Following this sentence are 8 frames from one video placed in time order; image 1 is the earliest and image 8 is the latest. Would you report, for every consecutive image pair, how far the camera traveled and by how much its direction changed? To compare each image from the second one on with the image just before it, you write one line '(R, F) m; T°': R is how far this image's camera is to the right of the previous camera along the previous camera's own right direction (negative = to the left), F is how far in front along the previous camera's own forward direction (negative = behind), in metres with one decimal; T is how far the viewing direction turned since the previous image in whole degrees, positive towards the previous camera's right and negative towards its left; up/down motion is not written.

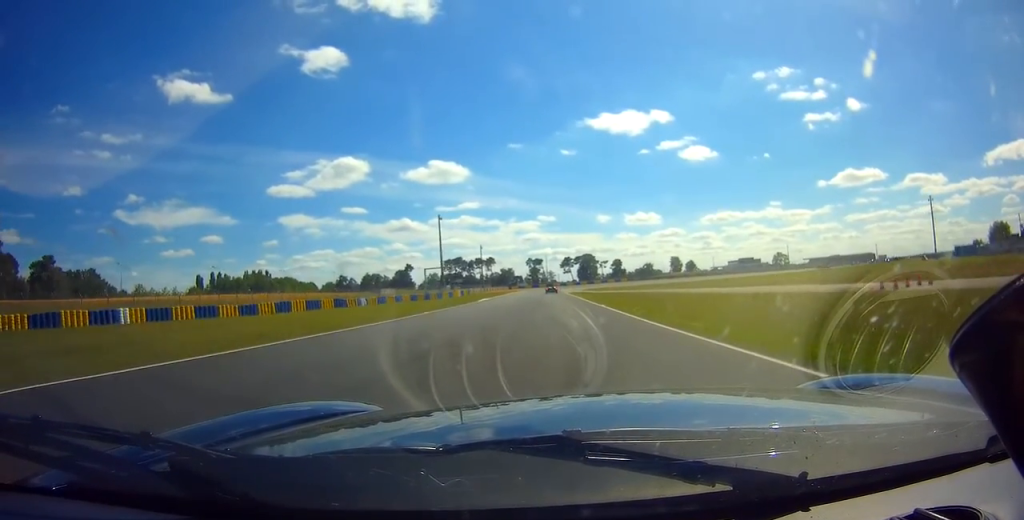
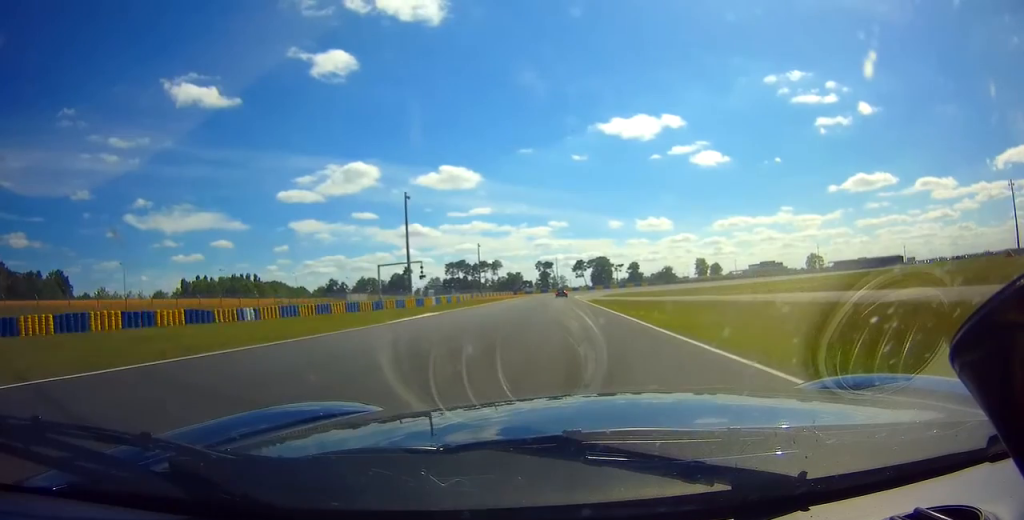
(-0.2, +30.9) m; -1°
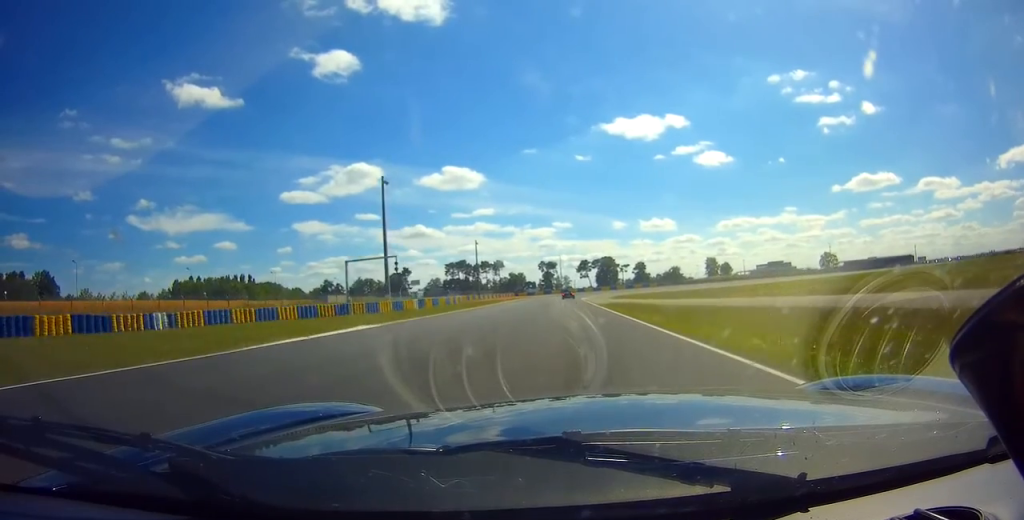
(0.0, +11.9) m; 0°
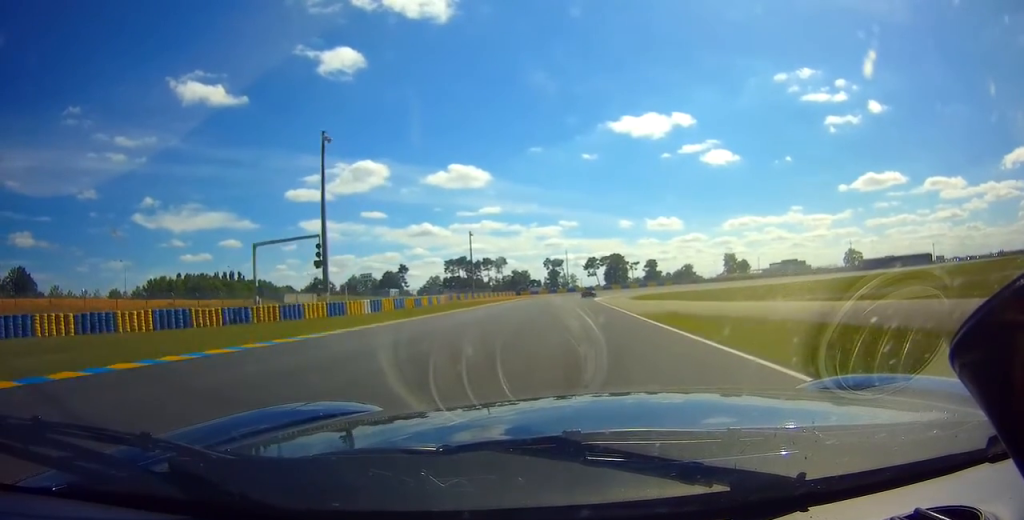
(-0.1, +19.5) m; 0°
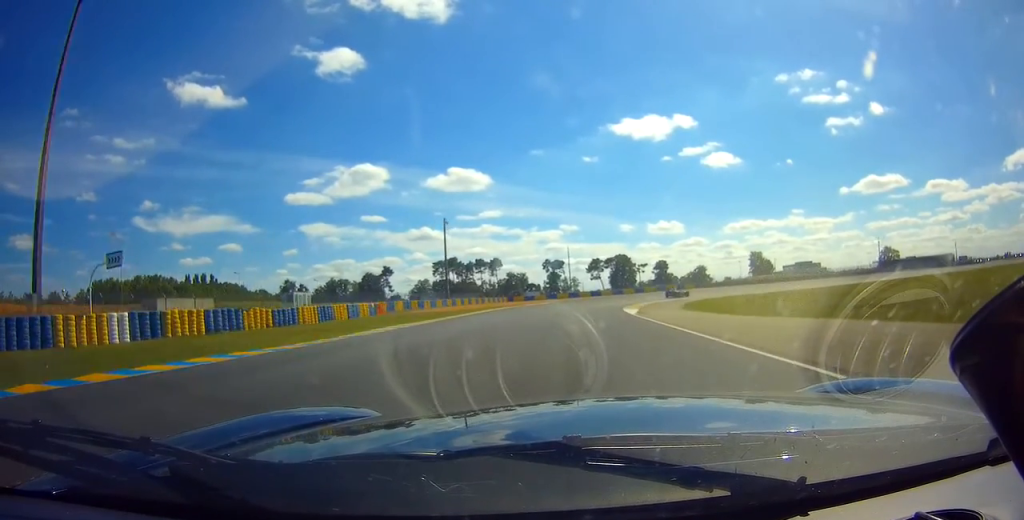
(+0.3, +30.2) m; +3°
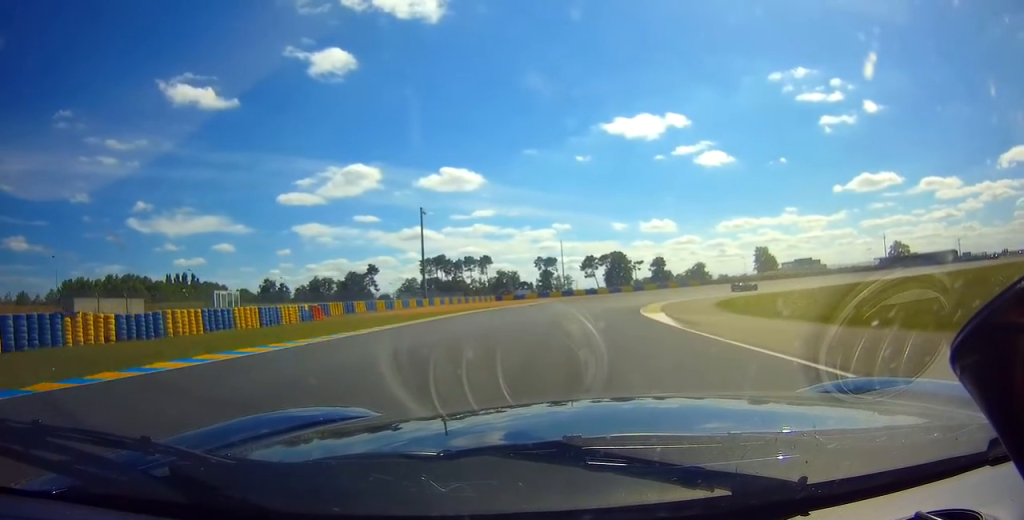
(-0.1, +11.9) m; +3°
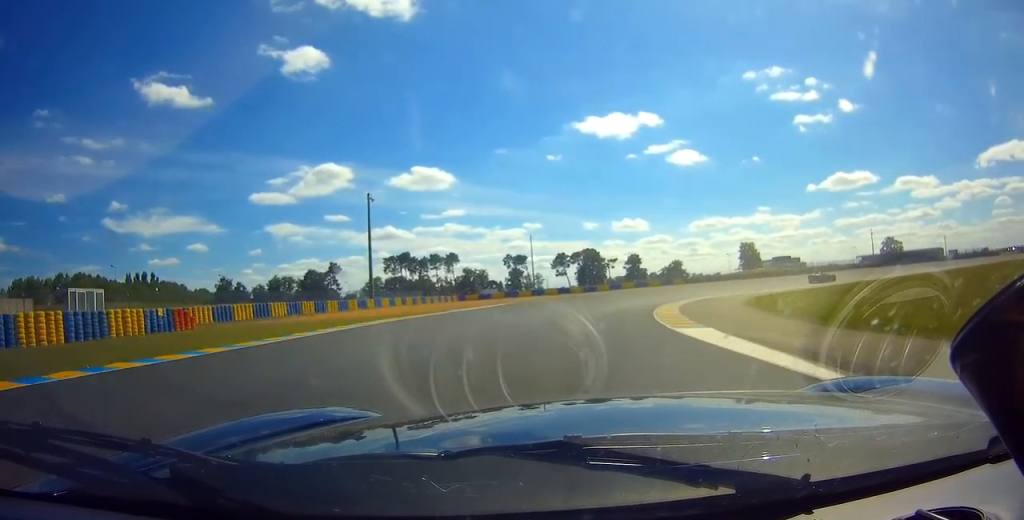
(+0.7, +12.4) m; +6°
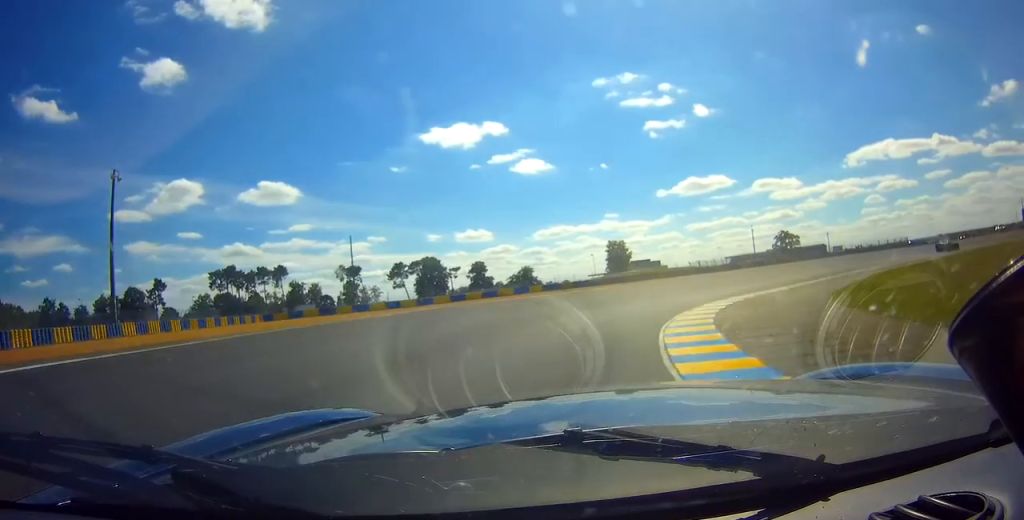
(+3.6, +26.3) m; +23°
